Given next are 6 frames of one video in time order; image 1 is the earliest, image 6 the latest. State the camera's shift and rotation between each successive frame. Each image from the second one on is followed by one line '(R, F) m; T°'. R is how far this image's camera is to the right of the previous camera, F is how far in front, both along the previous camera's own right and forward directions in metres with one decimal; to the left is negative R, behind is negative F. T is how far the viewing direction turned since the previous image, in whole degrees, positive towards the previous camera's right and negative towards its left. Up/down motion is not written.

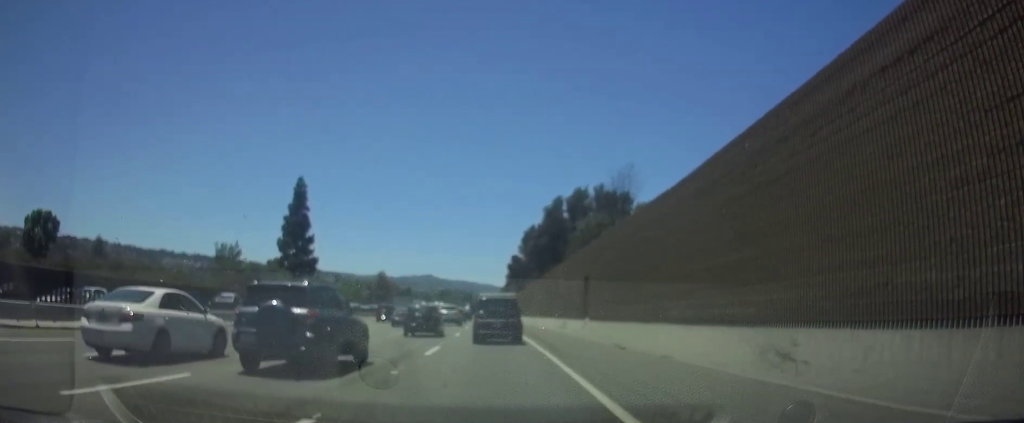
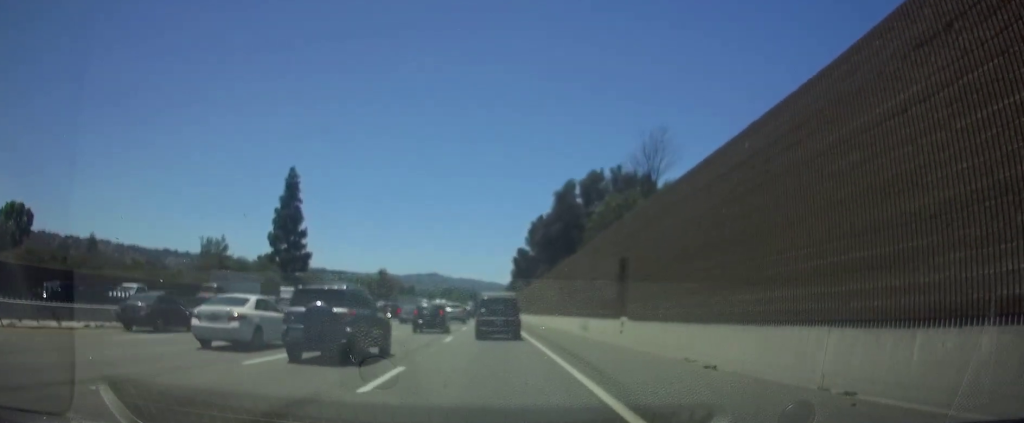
(-0.1, +8.9) m; -3°
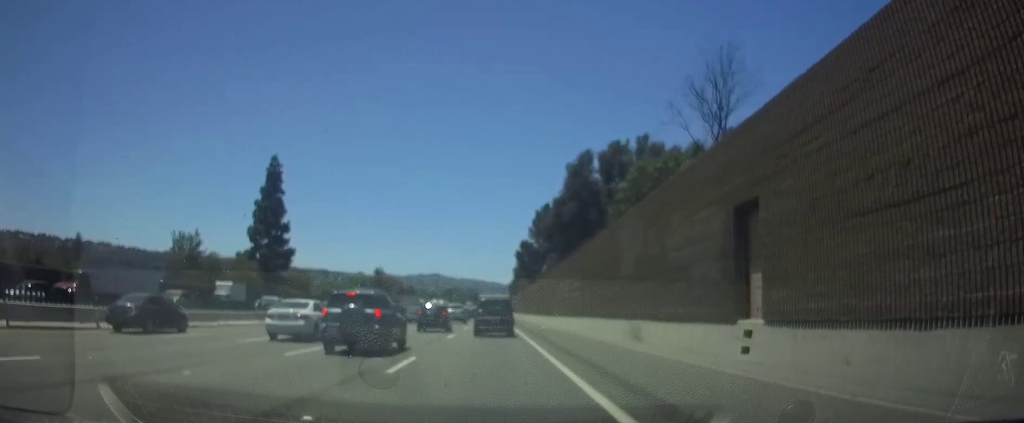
(-0.5, +12.0) m; -4°
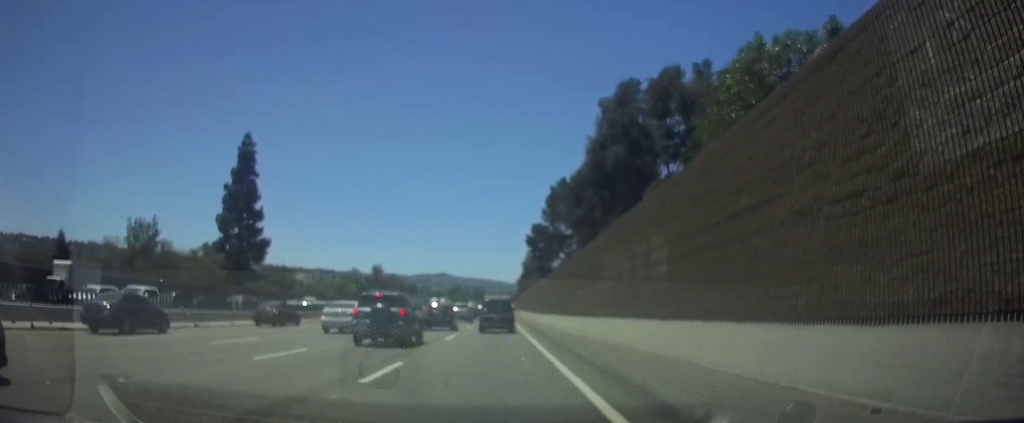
(-0.4, +16.8) m; -2°
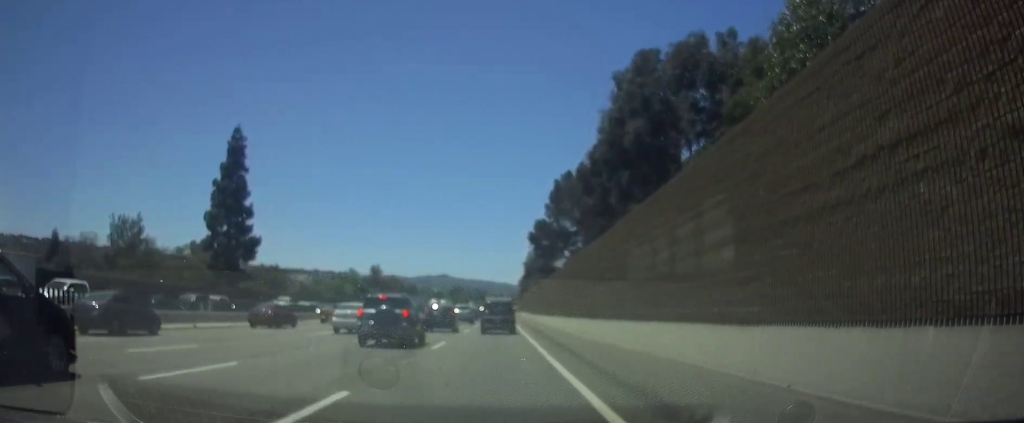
(0.0, +4.8) m; 0°
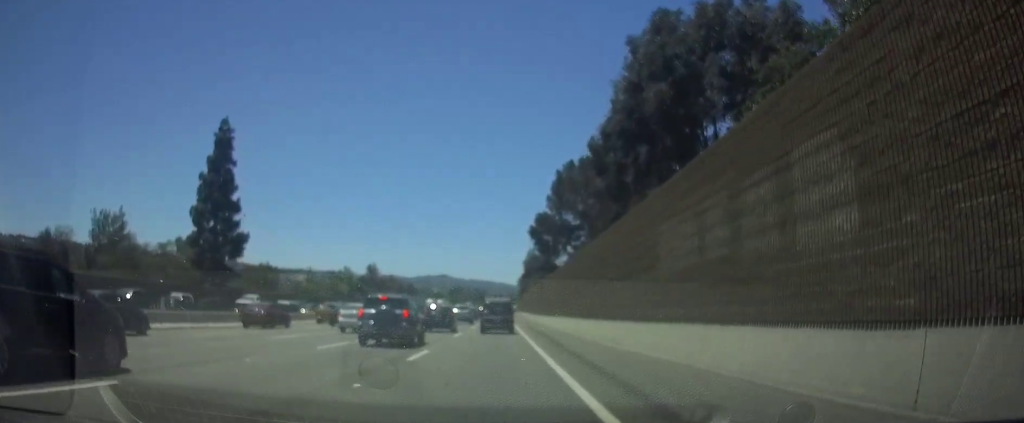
(0.0, +4.5) m; 0°
